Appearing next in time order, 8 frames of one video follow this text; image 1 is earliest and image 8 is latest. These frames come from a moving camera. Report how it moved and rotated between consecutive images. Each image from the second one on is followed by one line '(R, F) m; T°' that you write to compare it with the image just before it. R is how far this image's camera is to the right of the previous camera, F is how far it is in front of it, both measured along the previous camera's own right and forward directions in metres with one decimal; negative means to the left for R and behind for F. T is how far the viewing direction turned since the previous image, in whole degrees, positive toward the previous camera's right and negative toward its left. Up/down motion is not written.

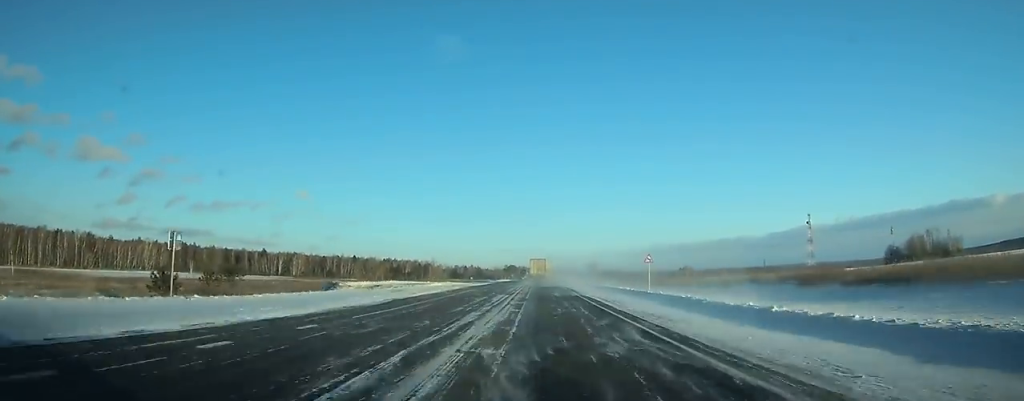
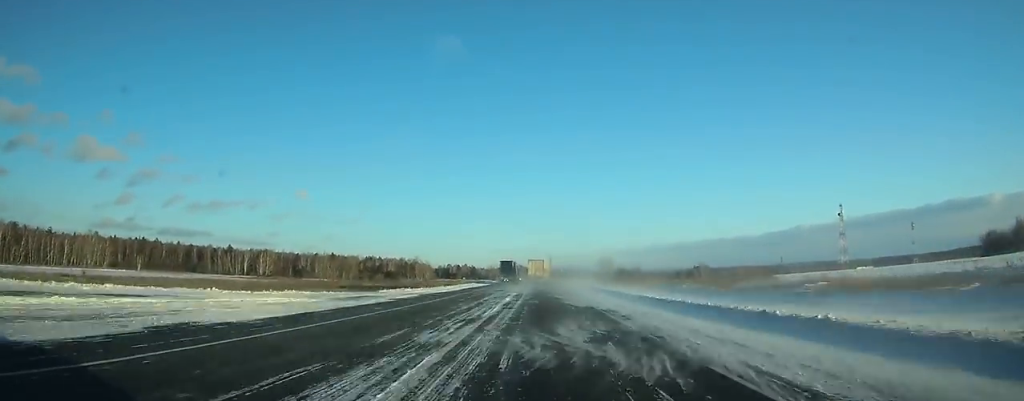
(+0.4, +62.6) m; +1°
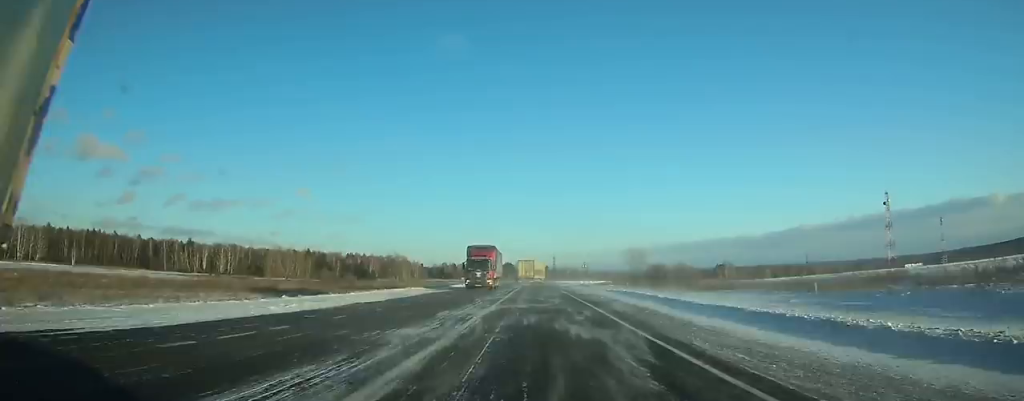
(+0.1, +64.3) m; 0°
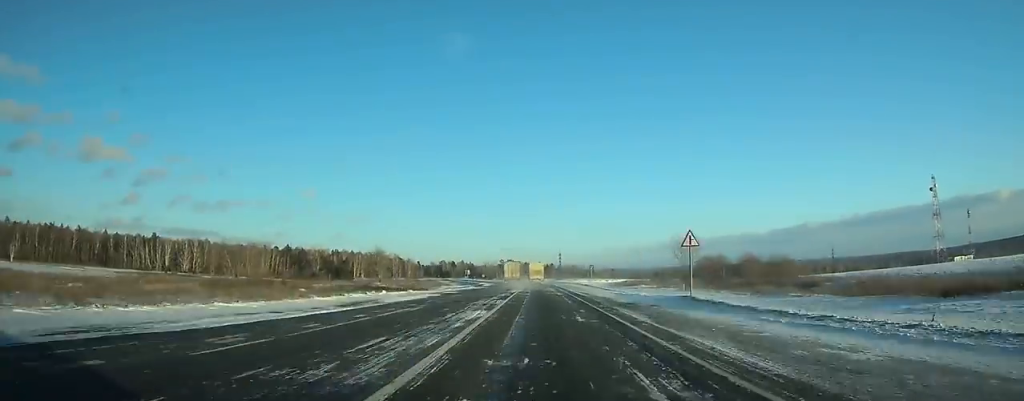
(-0.2, +49.7) m; -1°
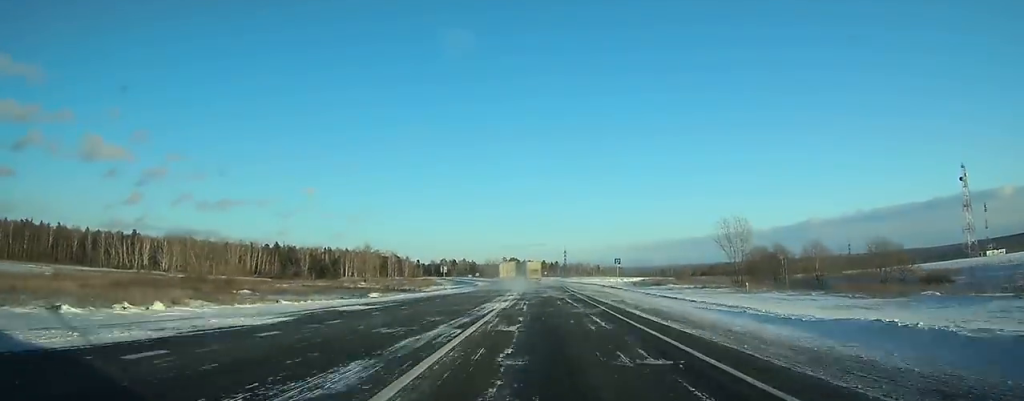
(0.0, +25.9) m; -1°
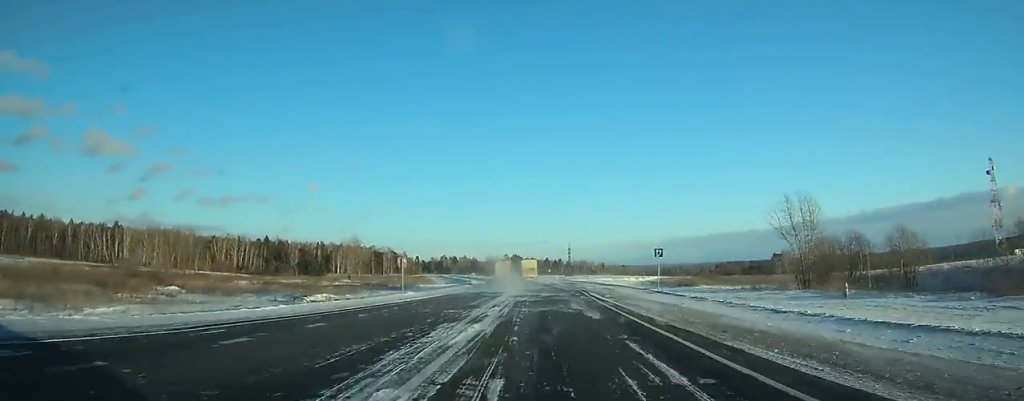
(-0.1, +21.1) m; -1°
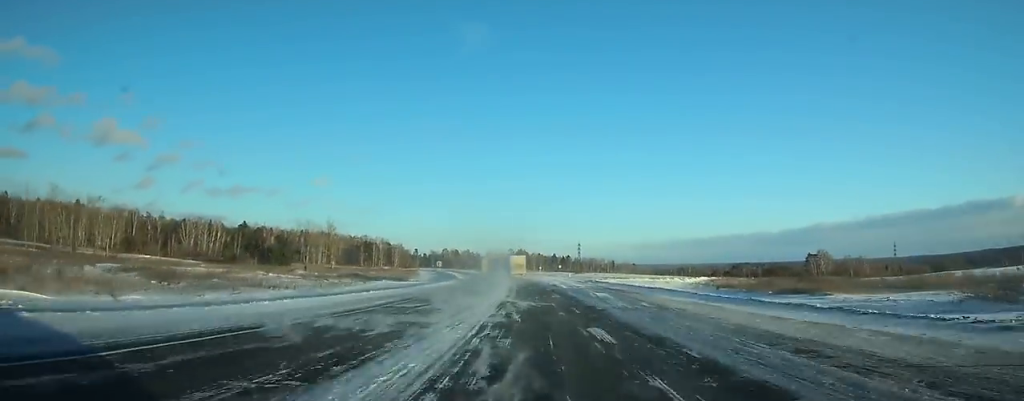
(-0.4, +41.9) m; -1°
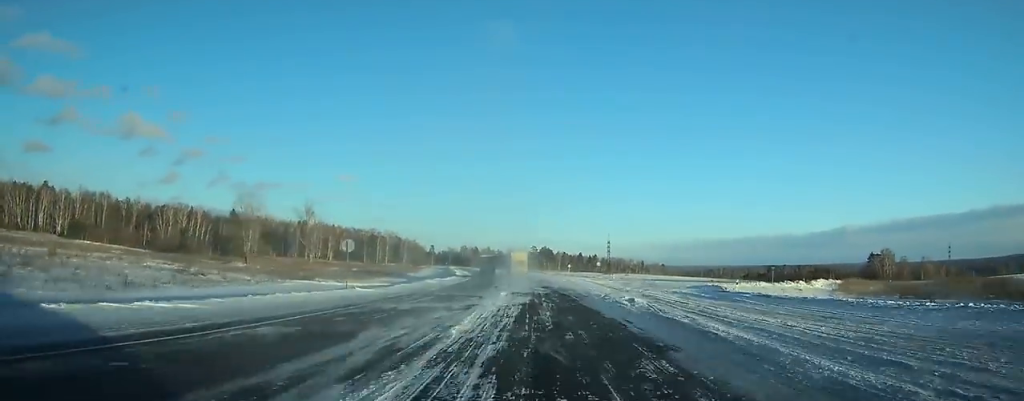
(-0.4, +44.6) m; -1°
